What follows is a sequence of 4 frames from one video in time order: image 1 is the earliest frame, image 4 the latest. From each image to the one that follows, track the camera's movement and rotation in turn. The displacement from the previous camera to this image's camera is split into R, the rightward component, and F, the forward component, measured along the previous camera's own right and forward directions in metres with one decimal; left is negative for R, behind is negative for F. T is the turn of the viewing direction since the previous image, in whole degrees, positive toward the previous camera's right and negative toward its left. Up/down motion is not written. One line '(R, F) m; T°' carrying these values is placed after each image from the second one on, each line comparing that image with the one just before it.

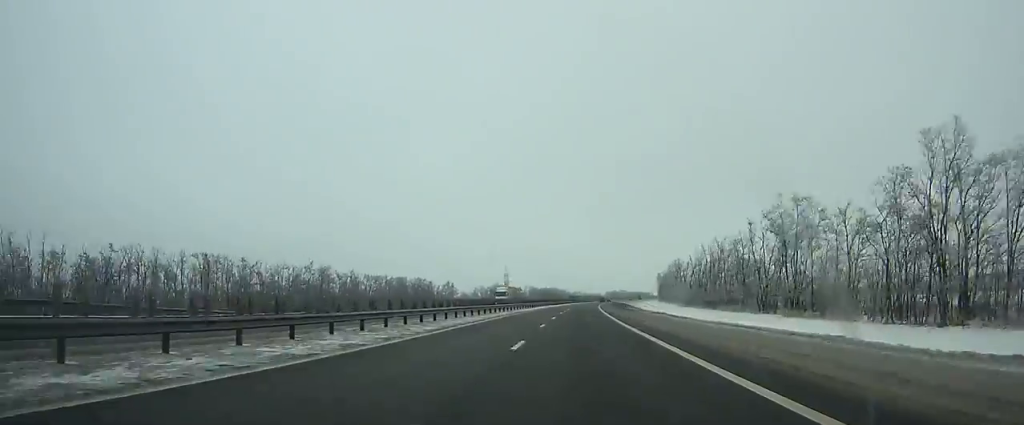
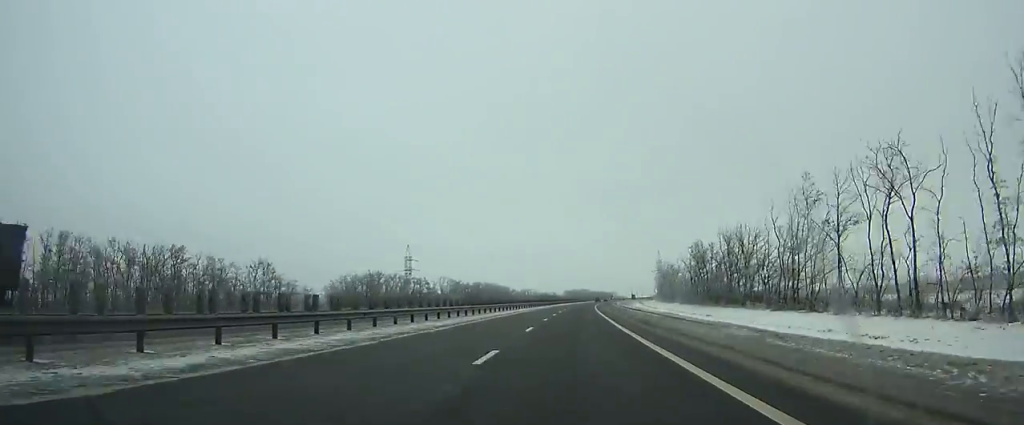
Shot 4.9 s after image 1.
(+5.0, +149.8) m; +4°
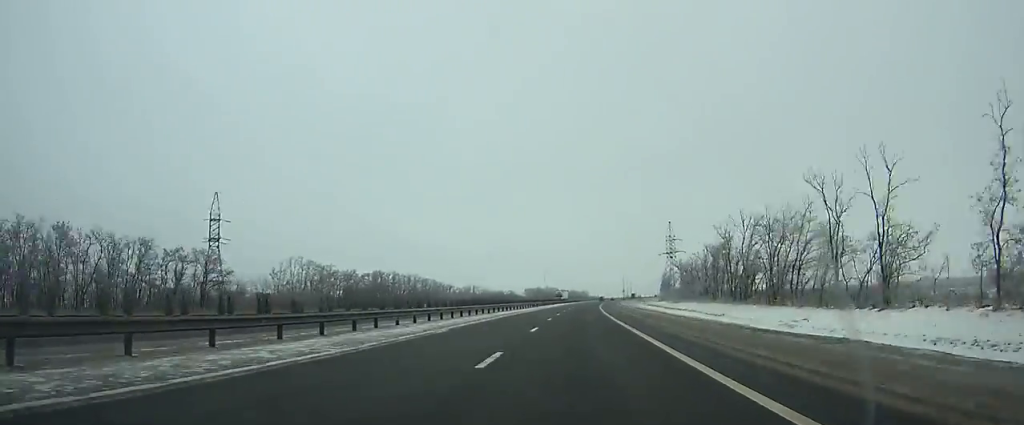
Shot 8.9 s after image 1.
(+3.6, +126.8) m; +4°
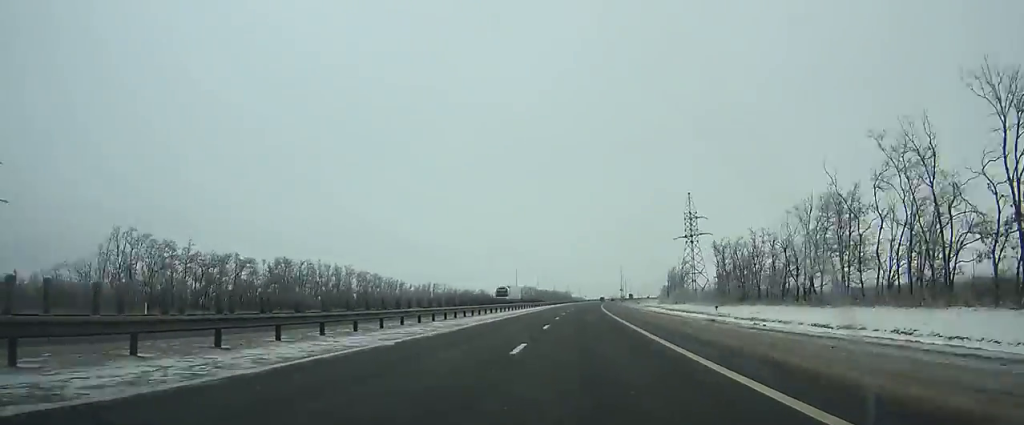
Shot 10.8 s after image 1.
(+1.2, +59.5) m; +2°
